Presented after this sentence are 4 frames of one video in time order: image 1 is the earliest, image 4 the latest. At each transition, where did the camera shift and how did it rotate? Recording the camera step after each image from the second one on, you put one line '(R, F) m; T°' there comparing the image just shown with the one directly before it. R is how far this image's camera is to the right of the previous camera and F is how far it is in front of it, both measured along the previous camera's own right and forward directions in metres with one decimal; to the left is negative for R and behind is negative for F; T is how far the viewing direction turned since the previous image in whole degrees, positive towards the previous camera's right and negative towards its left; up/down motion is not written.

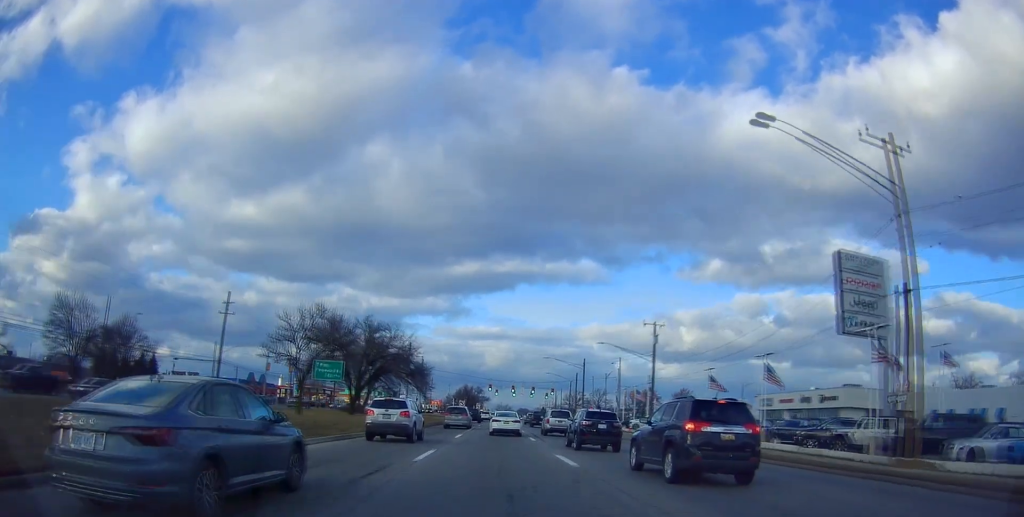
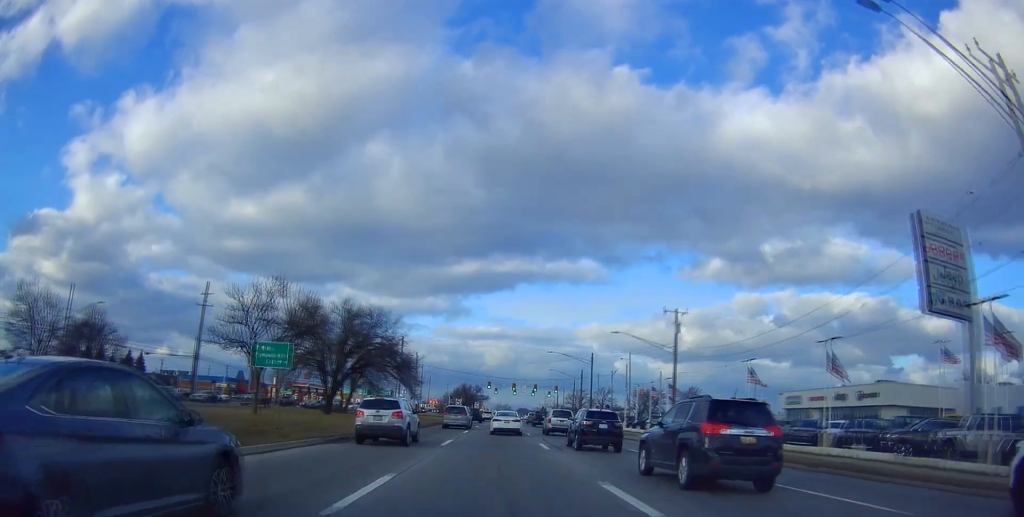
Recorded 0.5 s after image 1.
(0.0, +7.5) m; 0°
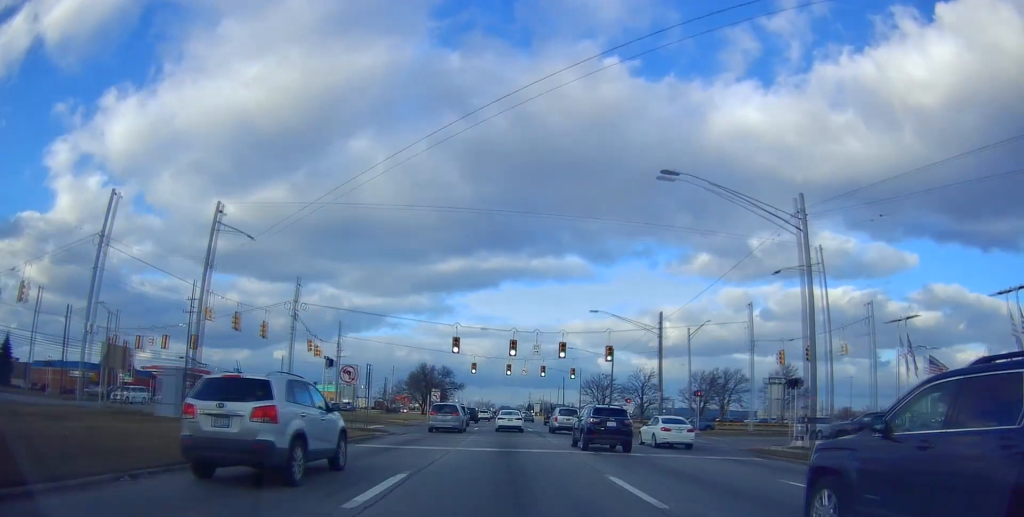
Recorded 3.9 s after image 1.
(0.0, +58.5) m; +2°
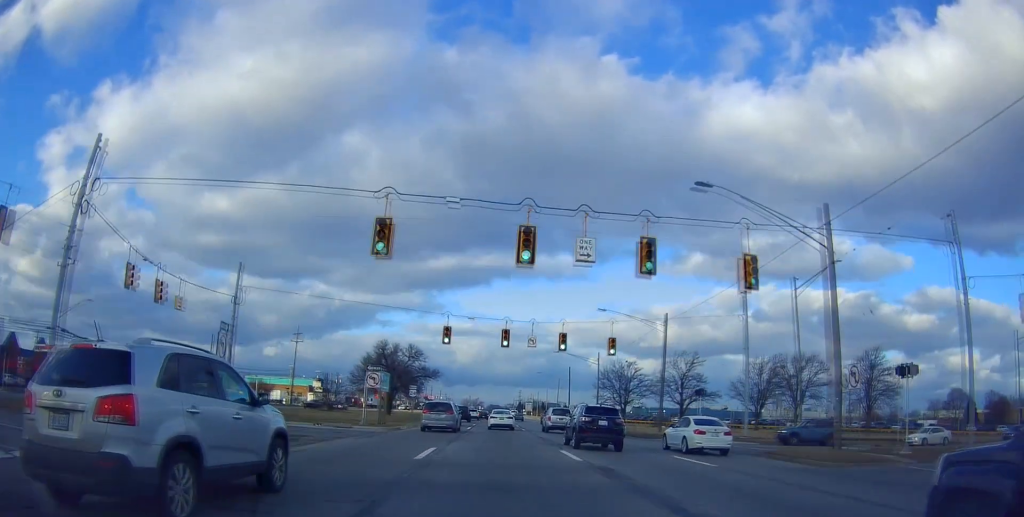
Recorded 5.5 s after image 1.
(+0.6, +27.1) m; 0°
